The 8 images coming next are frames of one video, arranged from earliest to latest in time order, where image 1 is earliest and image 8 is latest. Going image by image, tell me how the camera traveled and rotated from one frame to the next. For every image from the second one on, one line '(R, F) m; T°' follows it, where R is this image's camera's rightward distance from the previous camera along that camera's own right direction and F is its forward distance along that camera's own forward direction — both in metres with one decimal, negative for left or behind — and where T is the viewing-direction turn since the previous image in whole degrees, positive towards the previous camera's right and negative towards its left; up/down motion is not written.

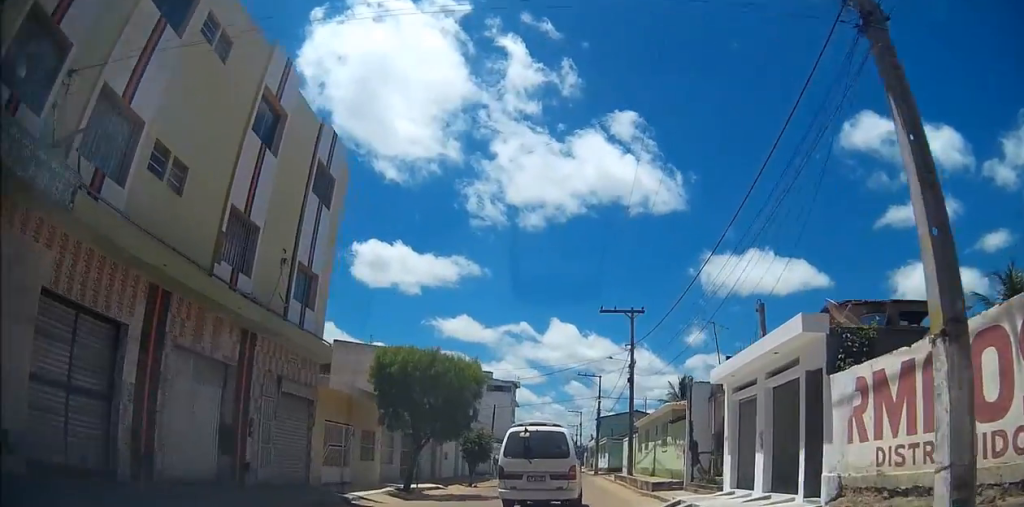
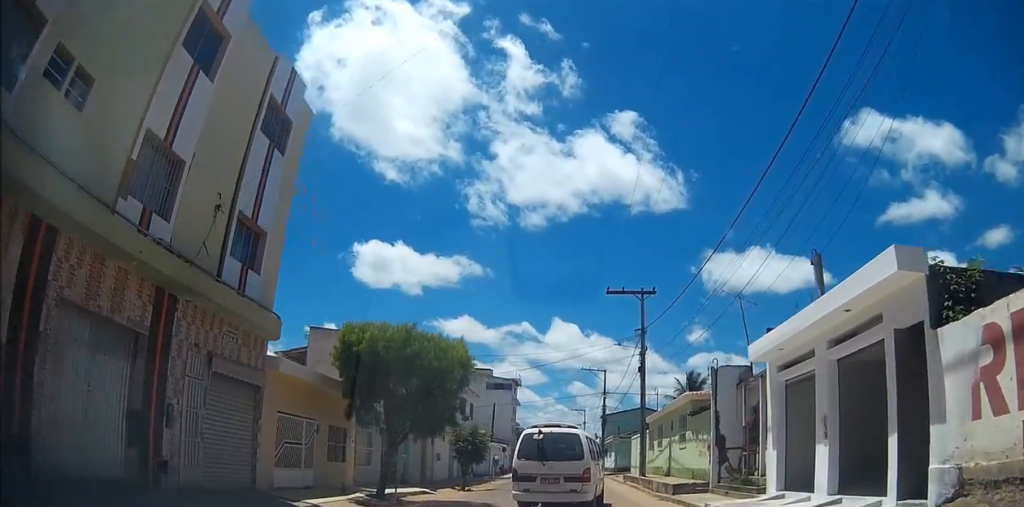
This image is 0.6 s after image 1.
(-0.2, +3.4) m; +3°
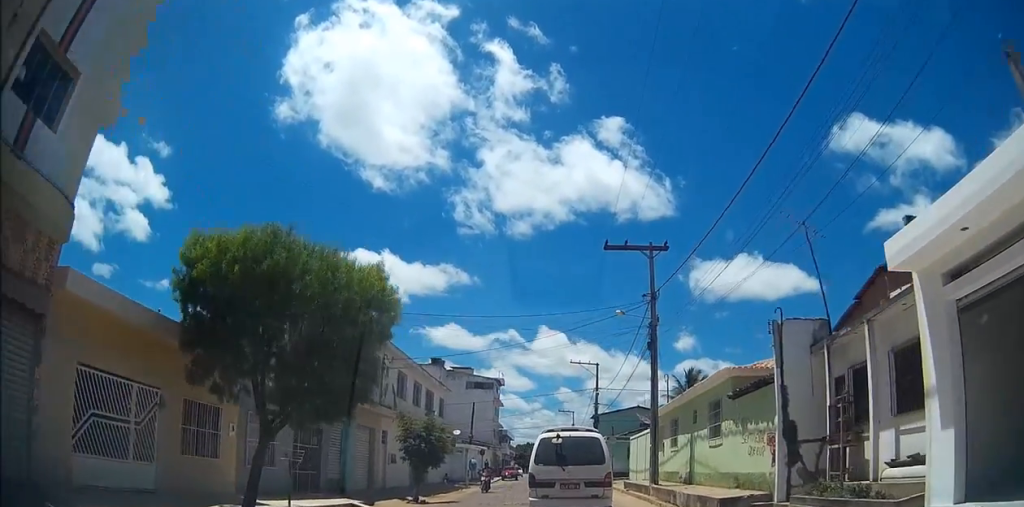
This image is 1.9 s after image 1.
(+0.7, +7.5) m; +6°
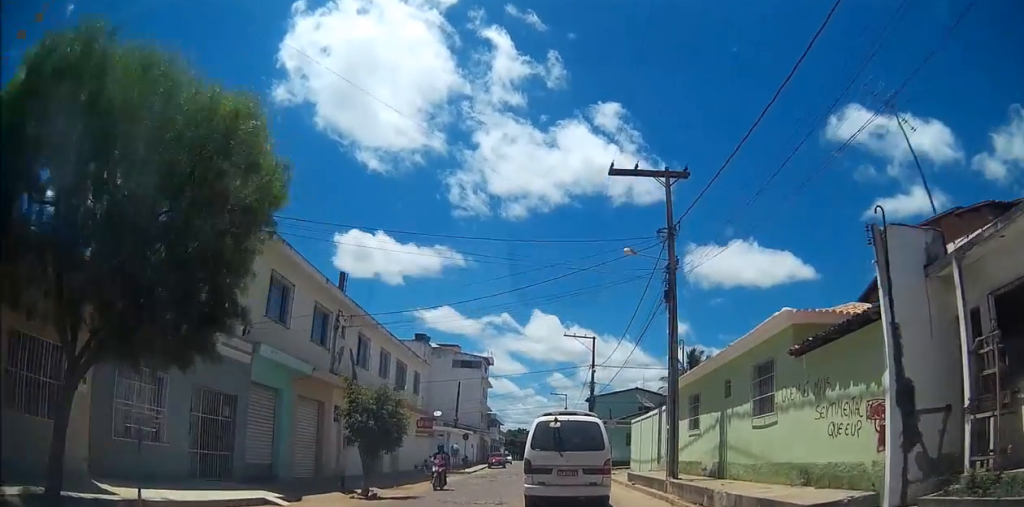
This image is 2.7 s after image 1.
(0.0, +5.6) m; +1°
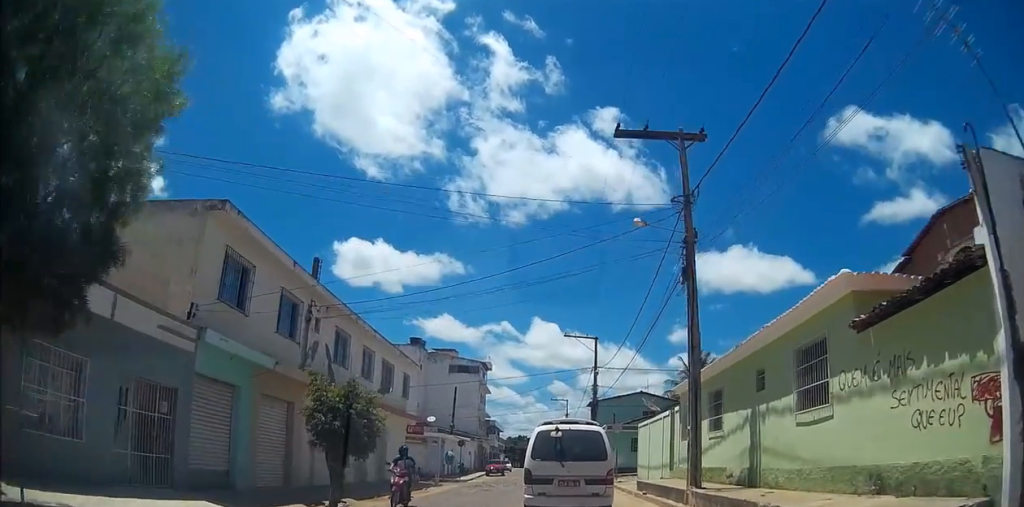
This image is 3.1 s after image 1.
(0.0, +2.9) m; -2°
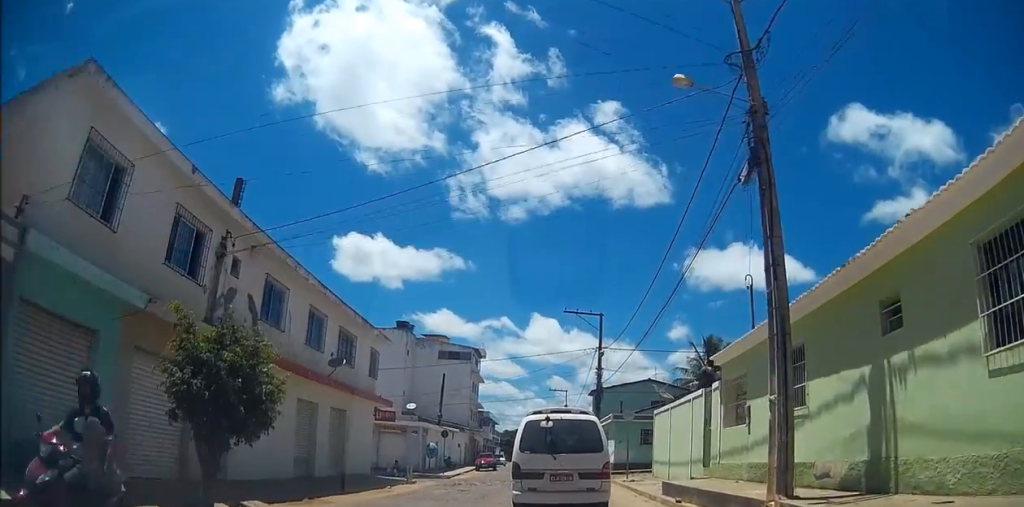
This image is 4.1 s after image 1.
(-0.1, +6.2) m; -4°
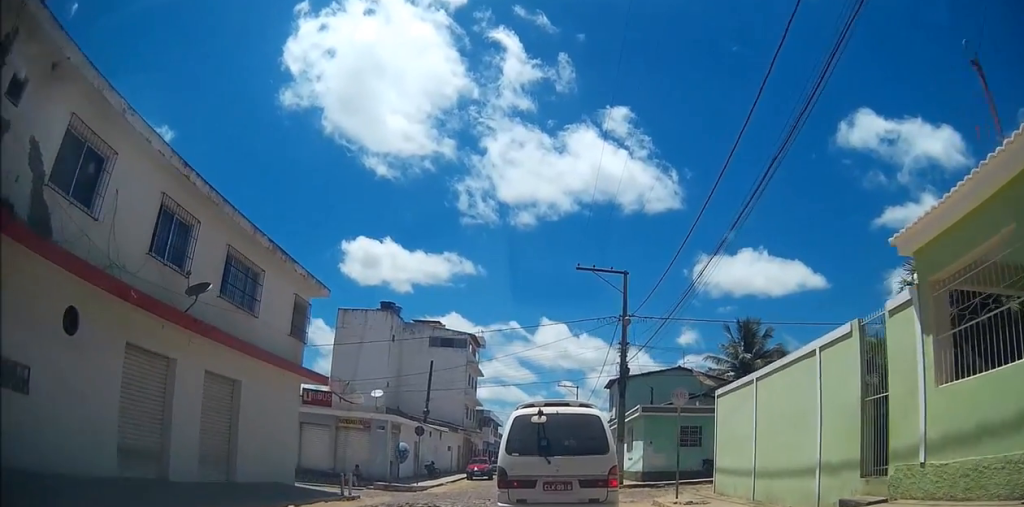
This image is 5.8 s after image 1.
(-0.5, +10.4) m; -3°
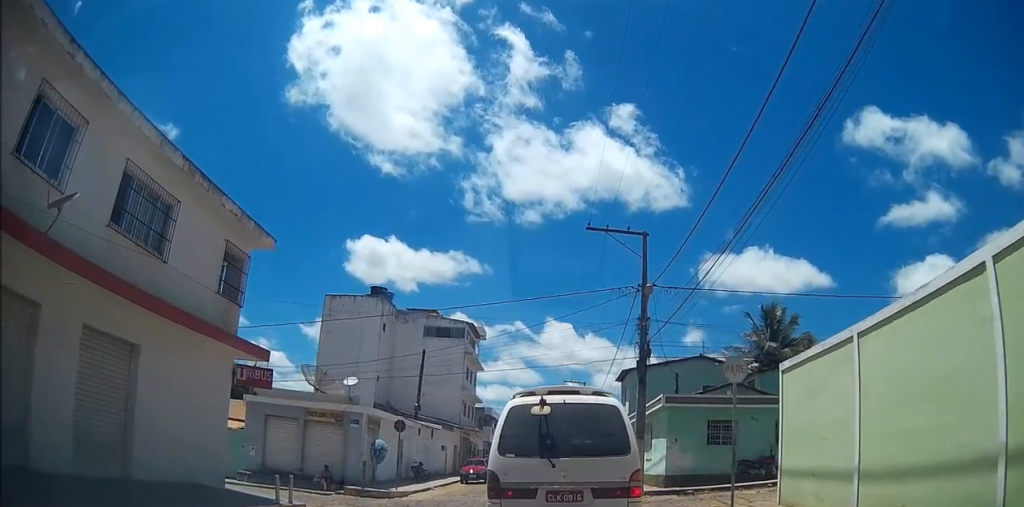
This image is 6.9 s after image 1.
(+0.1, +5.5) m; +2°
